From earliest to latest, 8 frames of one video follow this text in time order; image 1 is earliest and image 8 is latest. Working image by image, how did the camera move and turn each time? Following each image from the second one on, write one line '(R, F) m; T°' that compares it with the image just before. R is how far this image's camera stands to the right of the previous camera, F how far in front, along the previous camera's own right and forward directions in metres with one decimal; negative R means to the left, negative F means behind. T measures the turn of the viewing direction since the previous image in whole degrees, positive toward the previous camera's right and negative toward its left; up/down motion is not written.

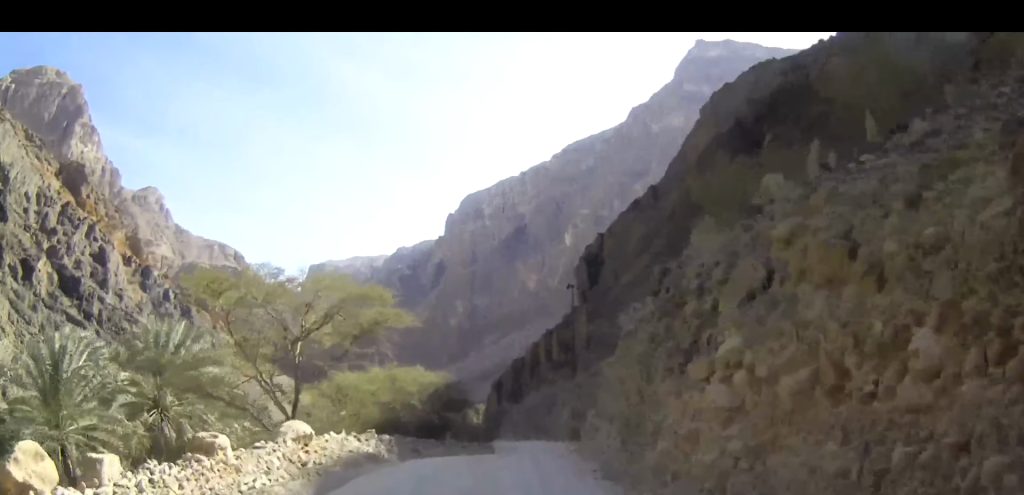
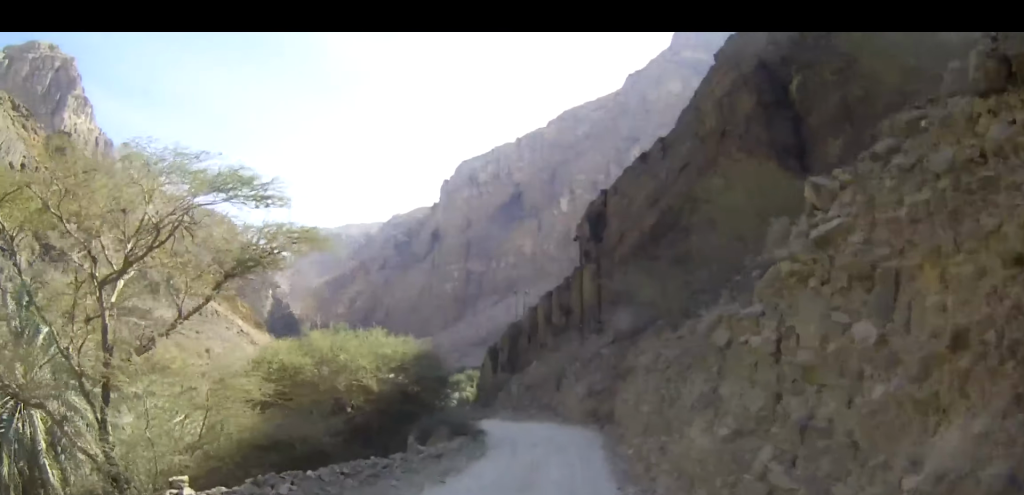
(+0.1, +12.1) m; +1°
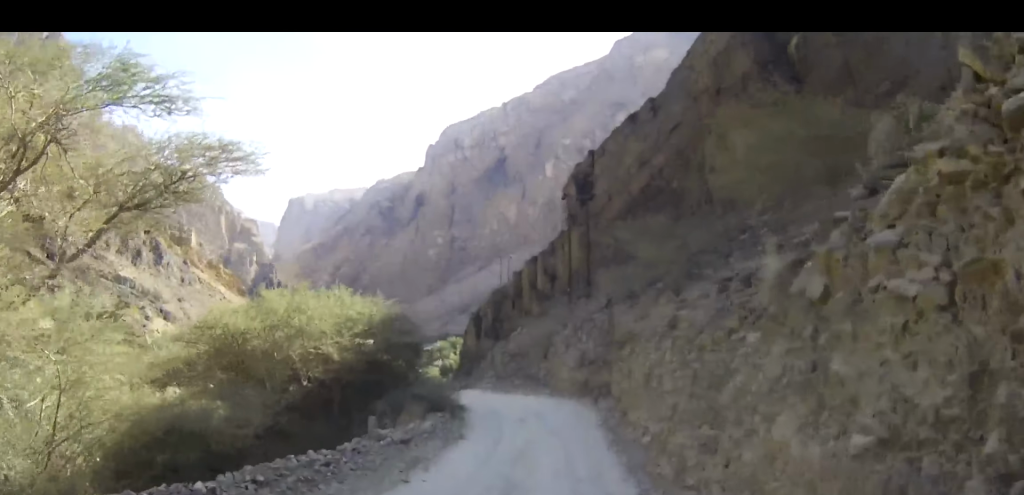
(+0.1, +3.5) m; +1°
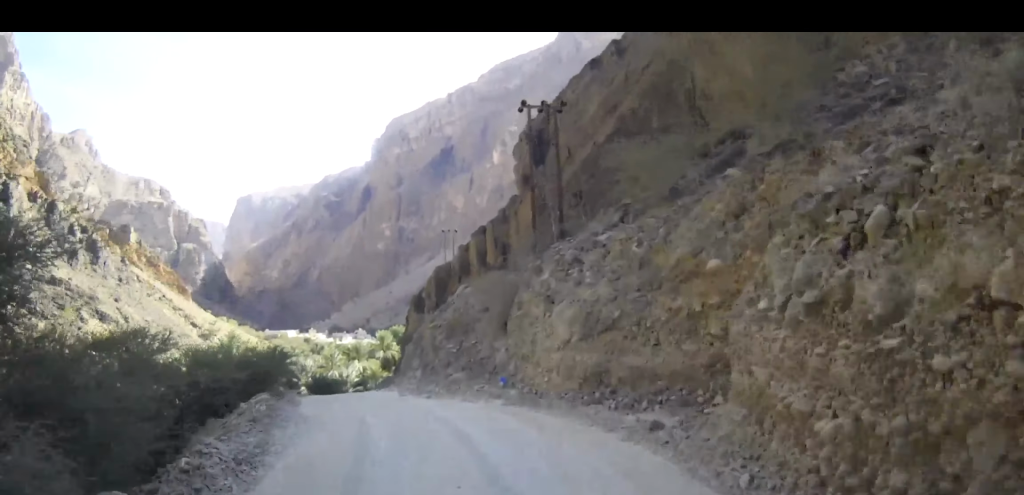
(+0.5, +16.9) m; +1°
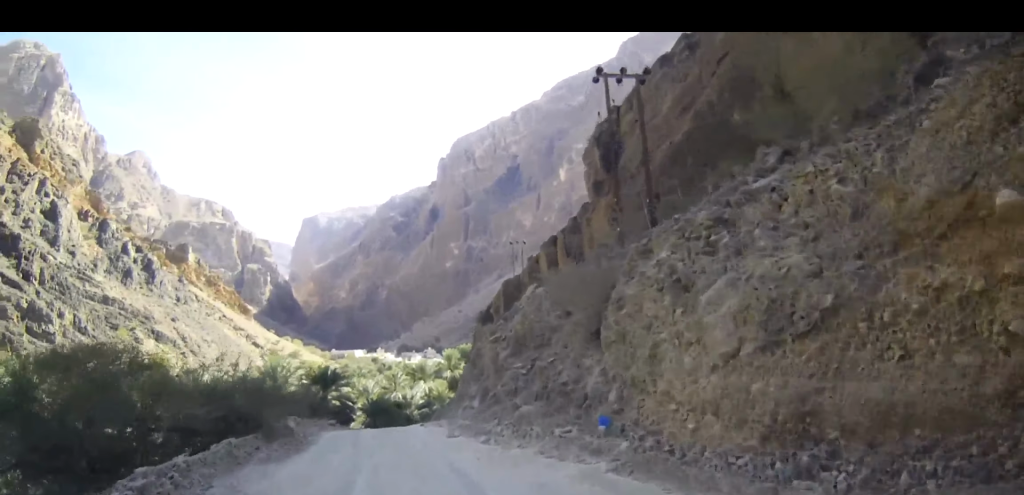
(-0.2, +7.5) m; -4°
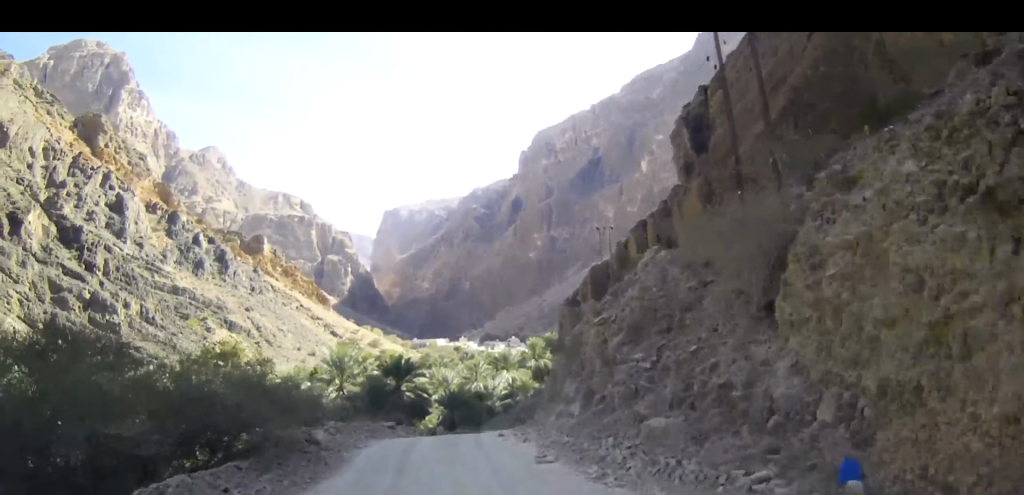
(-0.3, +6.0) m; -5°
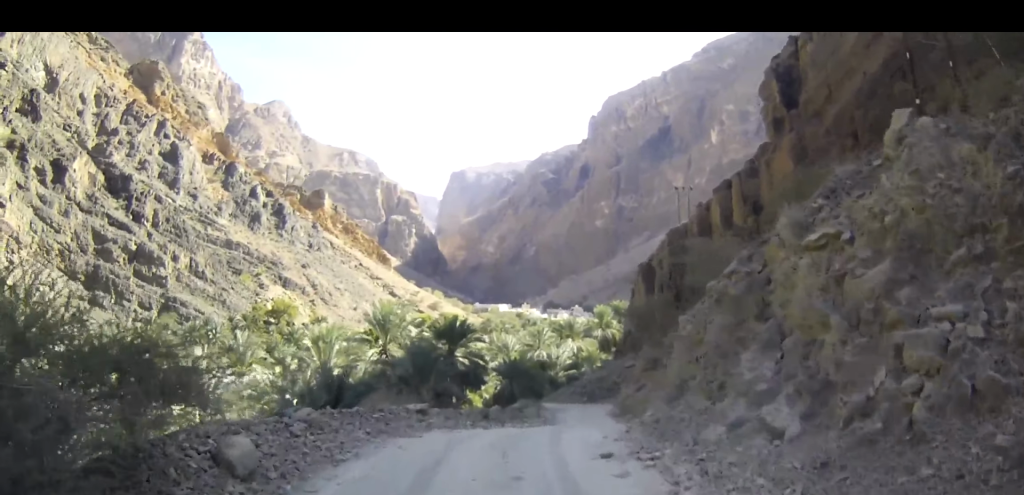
(-0.5, +8.6) m; -5°
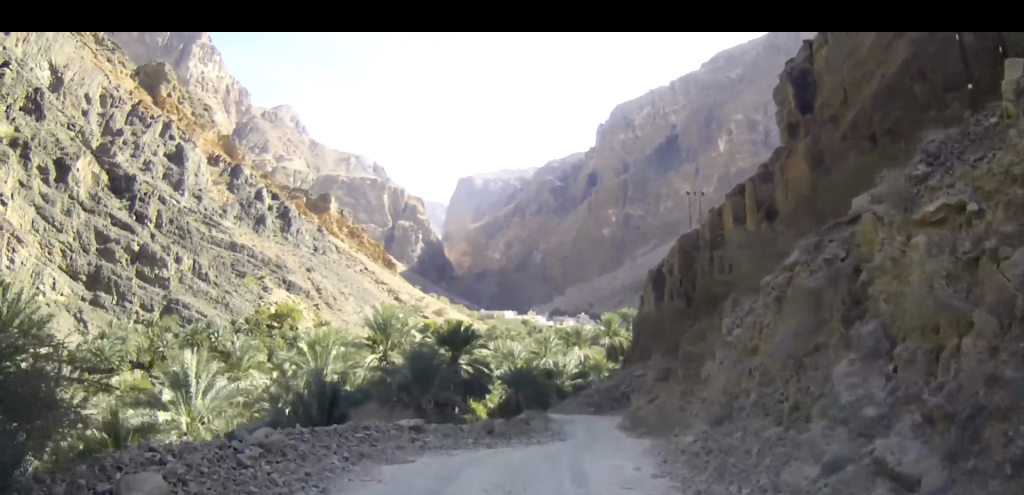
(0.0, +2.7) m; -1°
